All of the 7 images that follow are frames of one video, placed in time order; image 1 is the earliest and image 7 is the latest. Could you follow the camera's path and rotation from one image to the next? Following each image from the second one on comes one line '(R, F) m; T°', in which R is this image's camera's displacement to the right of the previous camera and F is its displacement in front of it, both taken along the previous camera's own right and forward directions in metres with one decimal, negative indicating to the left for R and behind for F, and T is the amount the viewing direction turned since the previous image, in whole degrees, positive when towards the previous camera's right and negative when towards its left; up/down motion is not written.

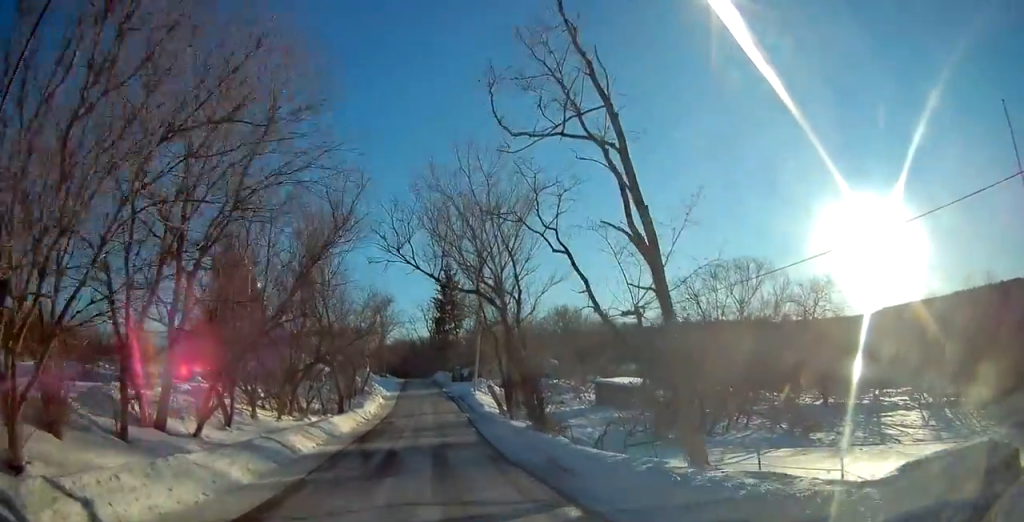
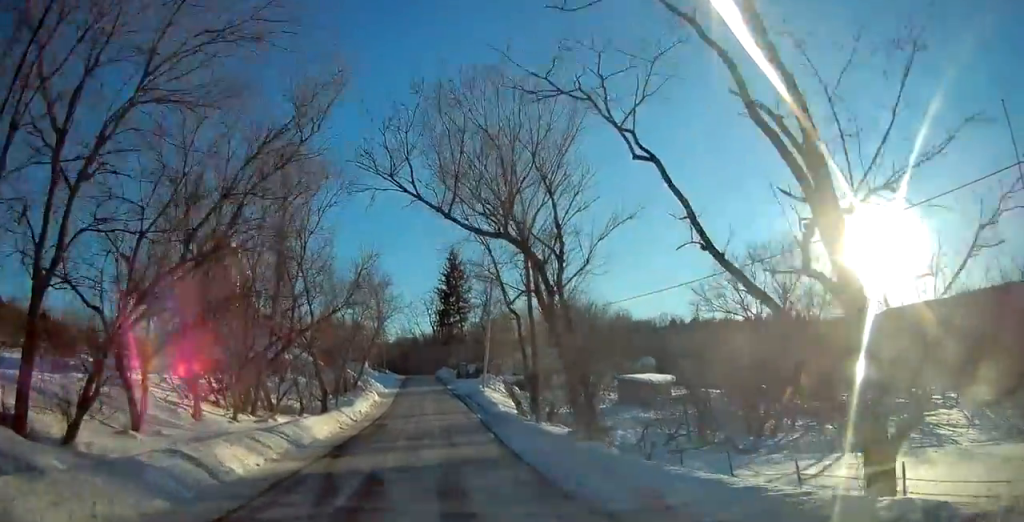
(0.0, +7.4) m; 0°
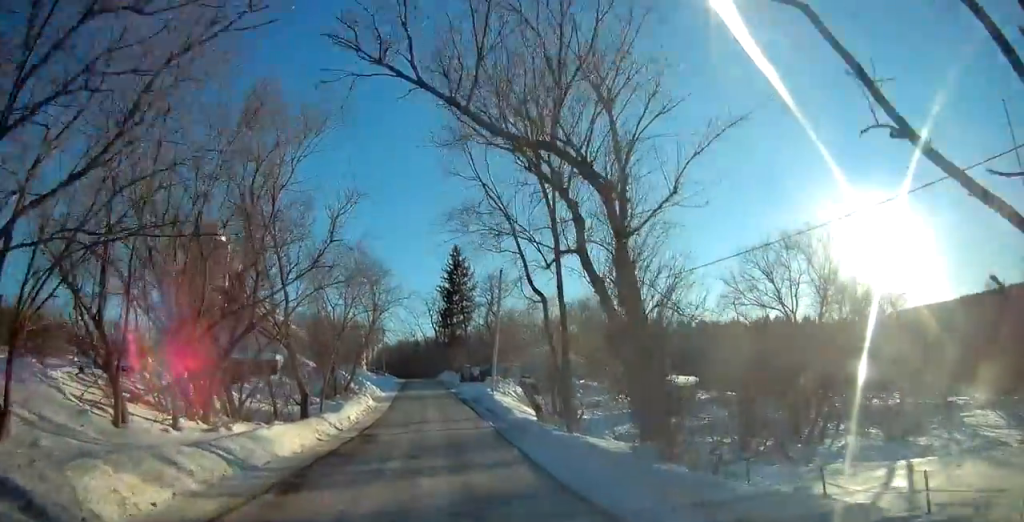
(0.0, +5.8) m; 0°
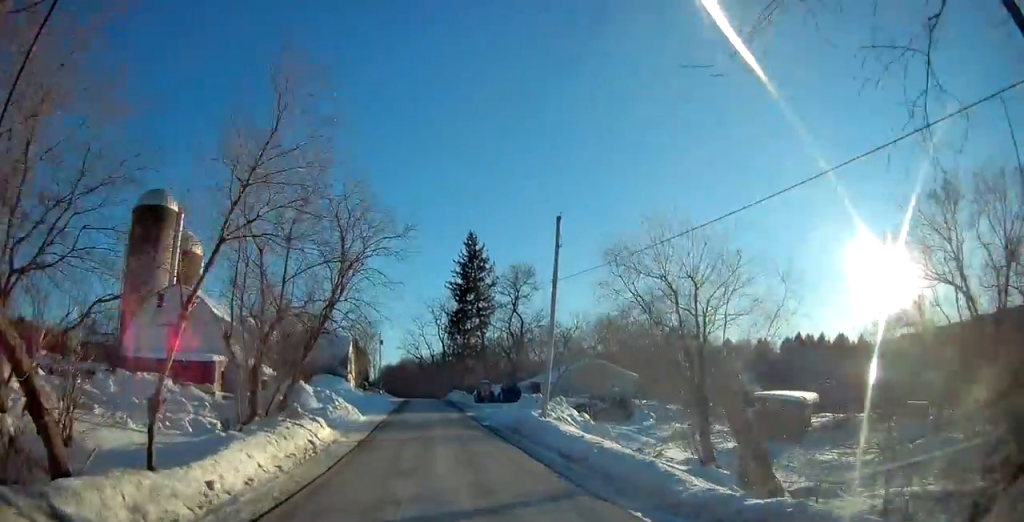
(0.0, +19.8) m; -1°
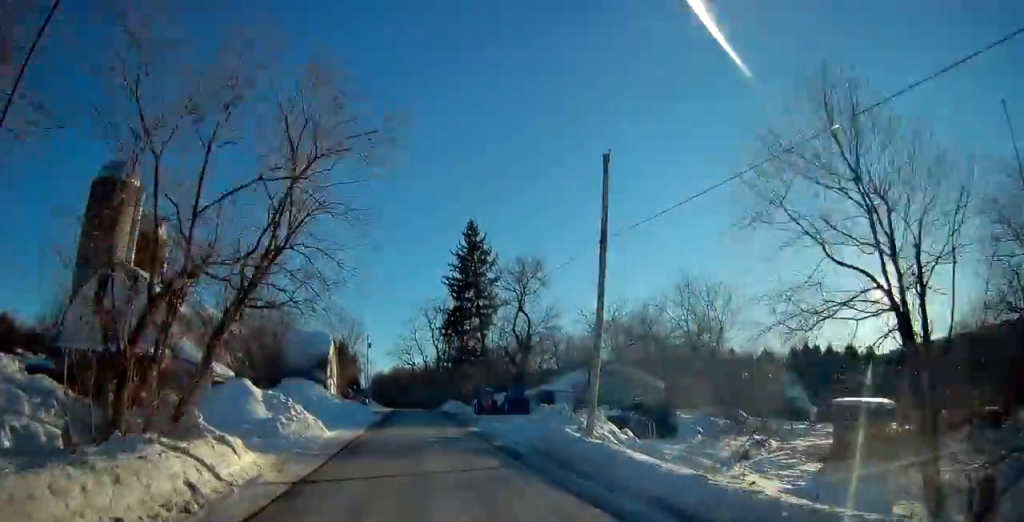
(-0.2, +9.3) m; 0°
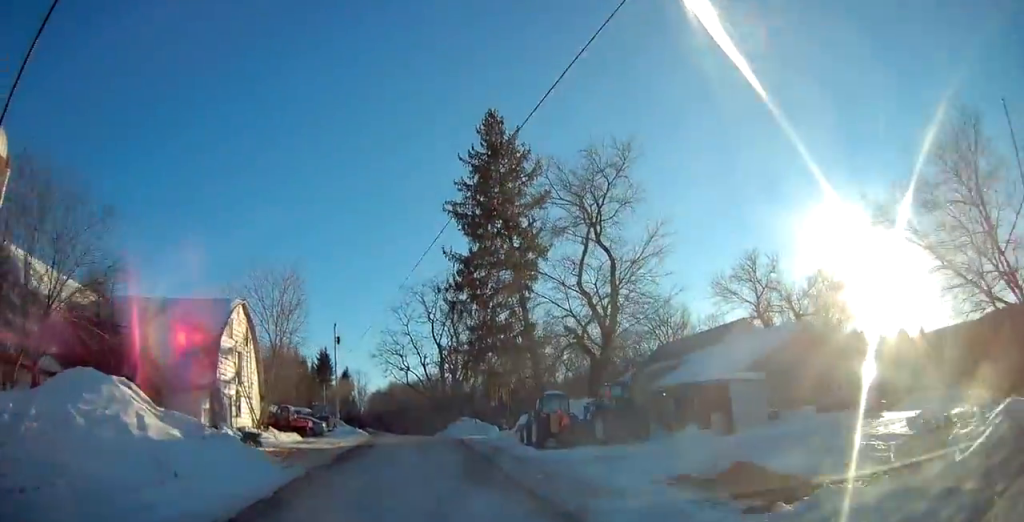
(+0.7, +29.6) m; 0°
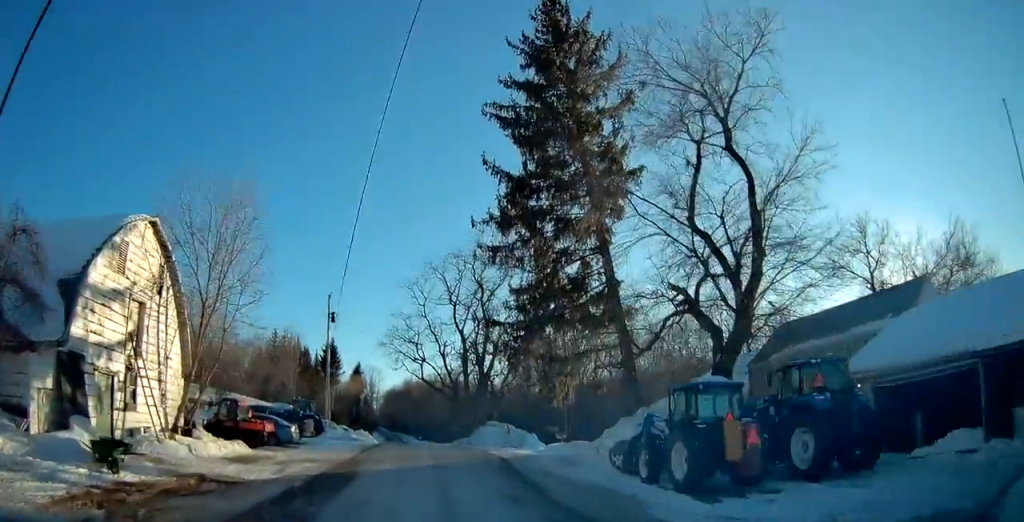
(-0.3, +13.5) m; -1°
